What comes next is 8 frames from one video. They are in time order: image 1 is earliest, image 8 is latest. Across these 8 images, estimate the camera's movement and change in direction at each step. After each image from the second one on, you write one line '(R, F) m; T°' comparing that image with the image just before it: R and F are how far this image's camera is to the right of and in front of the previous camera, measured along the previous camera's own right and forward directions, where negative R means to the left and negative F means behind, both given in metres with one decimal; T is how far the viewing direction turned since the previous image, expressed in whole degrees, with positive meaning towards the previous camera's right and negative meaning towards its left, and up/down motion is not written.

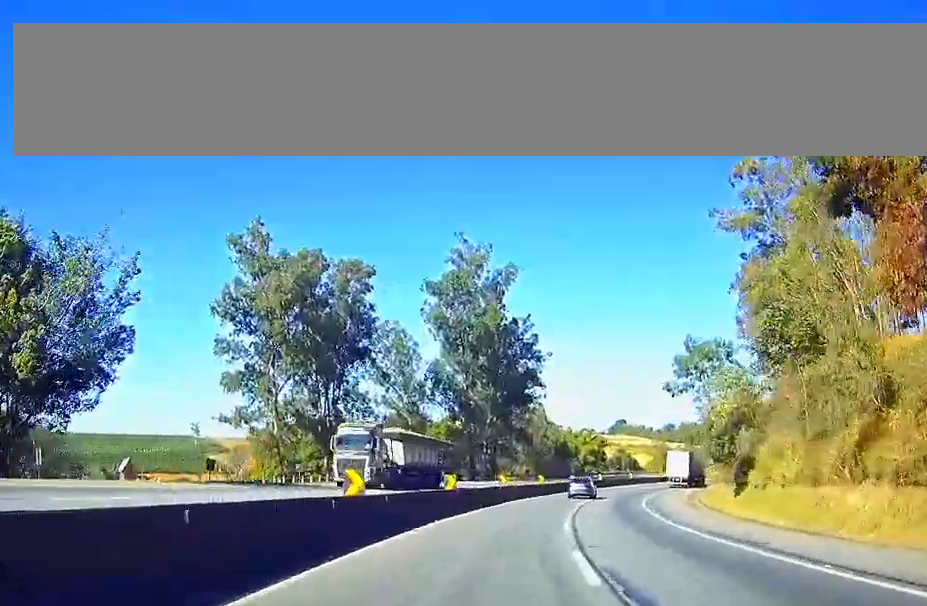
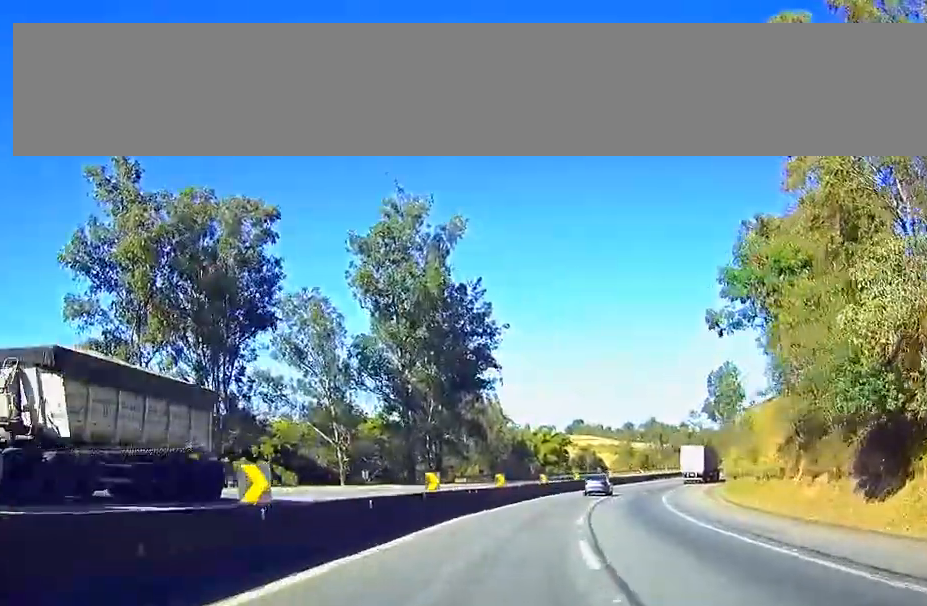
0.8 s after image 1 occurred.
(+1.0, +21.1) m; +3°
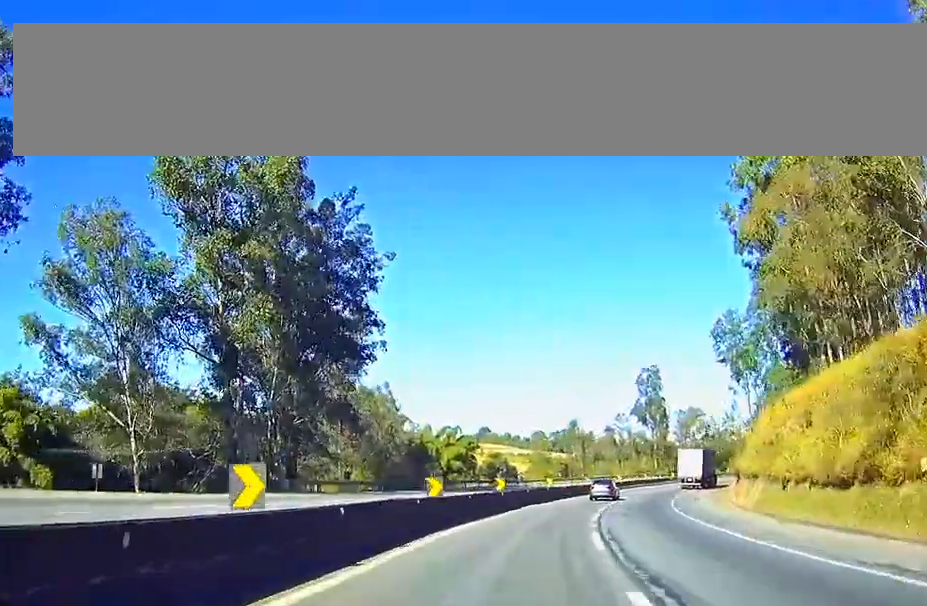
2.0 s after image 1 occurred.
(+0.3, +30.7) m; +1°
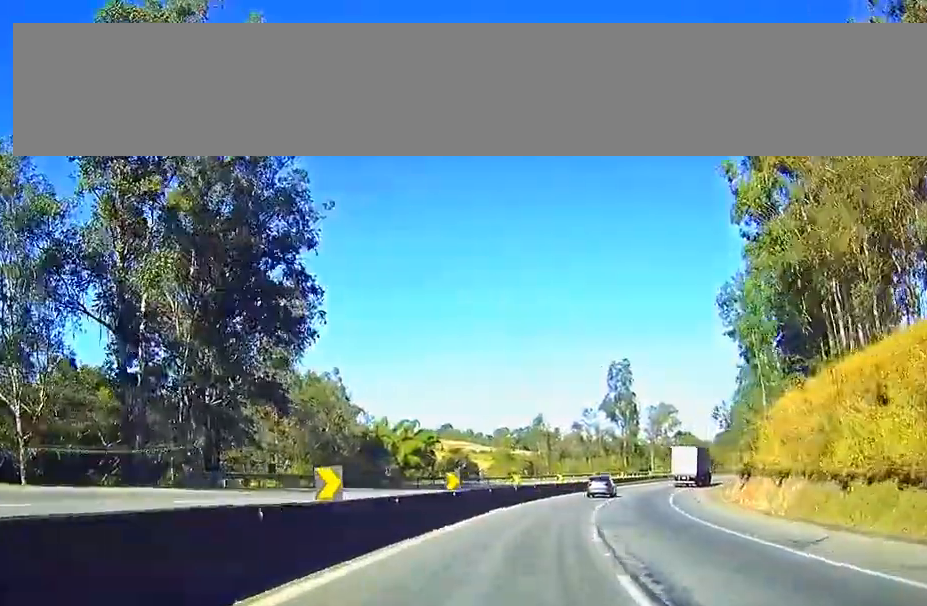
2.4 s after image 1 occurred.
(0.0, +10.5) m; 0°
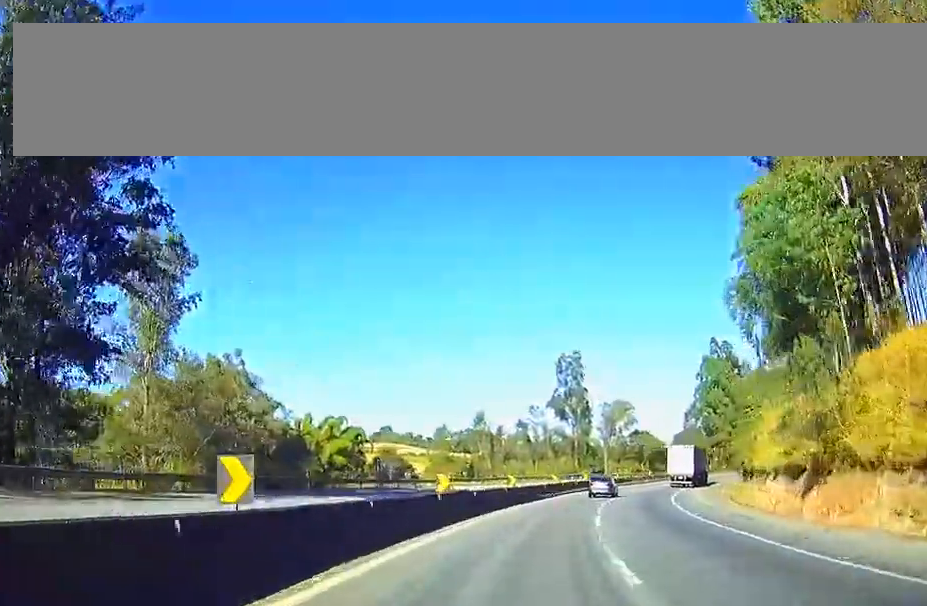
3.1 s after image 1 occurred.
(0.0, +18.3) m; 0°
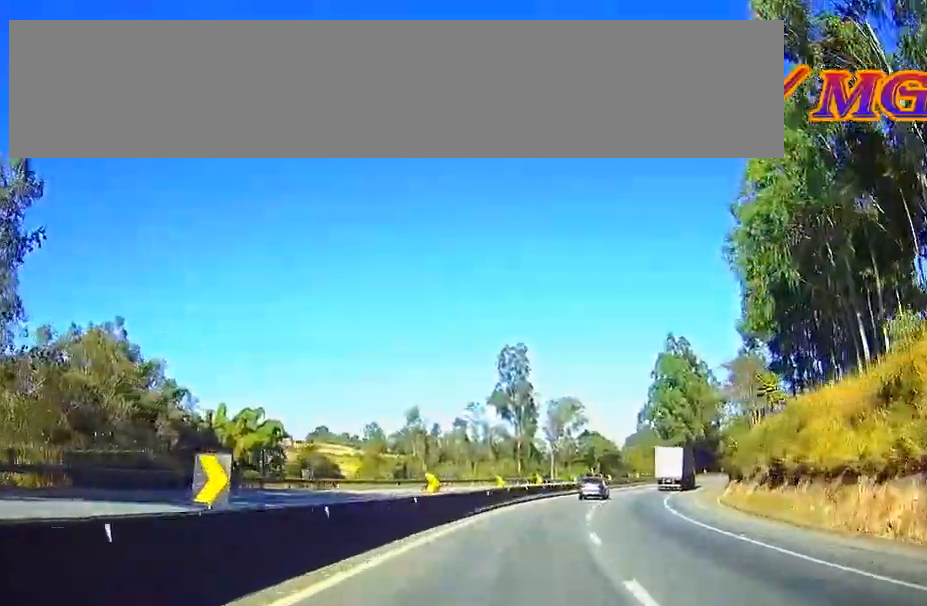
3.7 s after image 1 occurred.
(0.0, +16.4) m; 0°
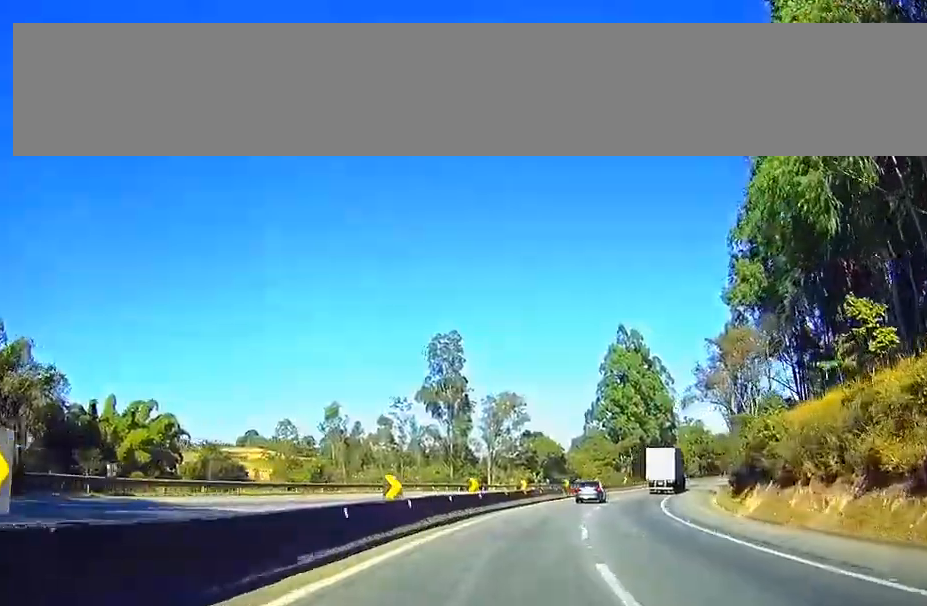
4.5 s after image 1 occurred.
(0.0, +20.0) m; 0°
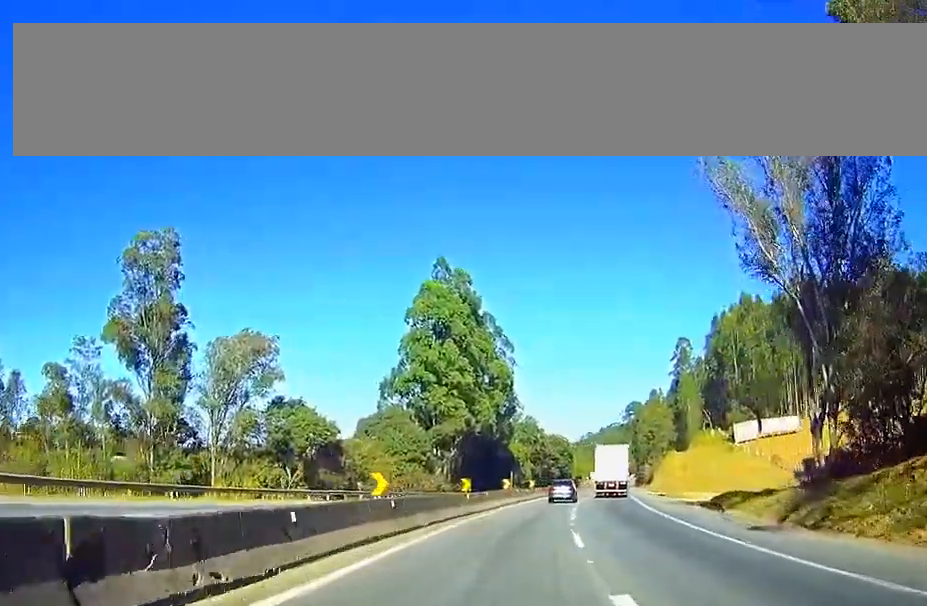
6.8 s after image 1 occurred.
(0.0, +61.6) m; 0°
